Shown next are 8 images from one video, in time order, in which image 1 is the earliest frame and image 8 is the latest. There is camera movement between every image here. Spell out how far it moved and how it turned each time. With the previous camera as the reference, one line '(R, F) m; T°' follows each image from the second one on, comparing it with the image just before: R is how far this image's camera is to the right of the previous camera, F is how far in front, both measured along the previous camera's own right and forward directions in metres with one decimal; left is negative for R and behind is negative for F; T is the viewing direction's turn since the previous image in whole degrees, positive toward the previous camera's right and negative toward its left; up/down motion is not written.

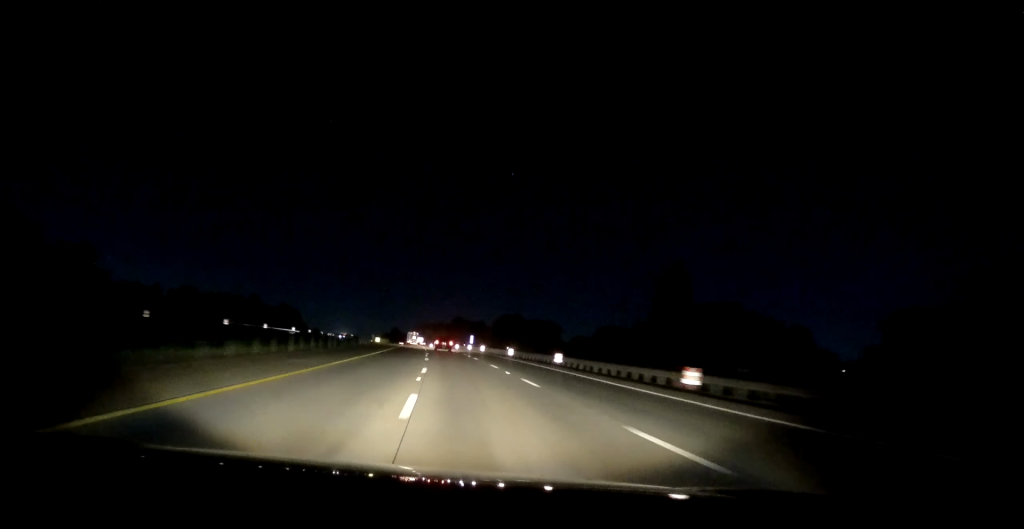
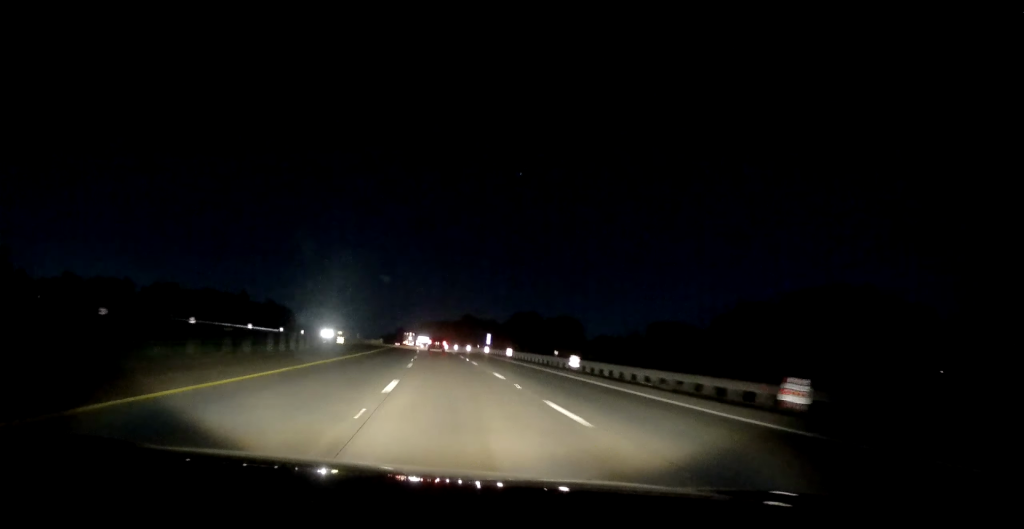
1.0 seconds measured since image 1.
(-0.7, +32.7) m; -2°
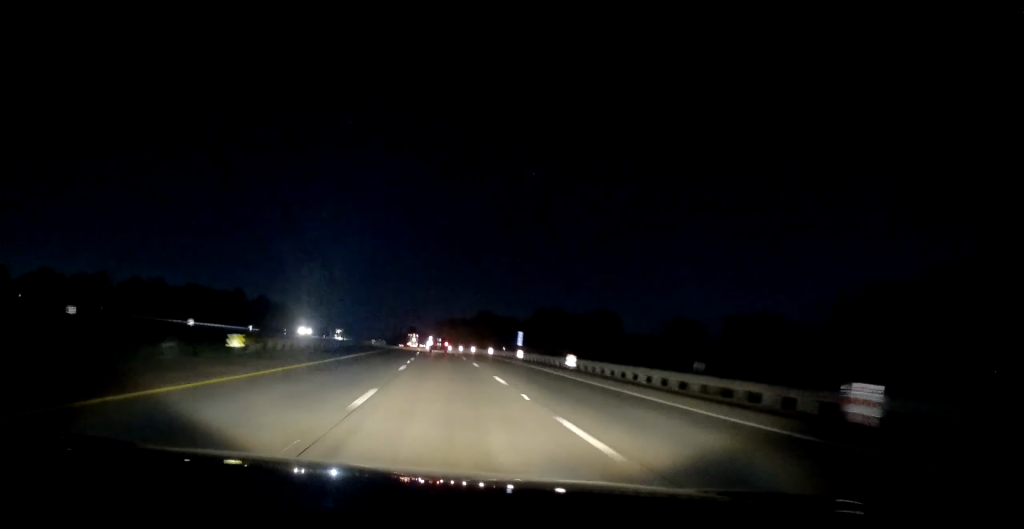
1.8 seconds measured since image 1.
(-0.2, +27.1) m; -1°
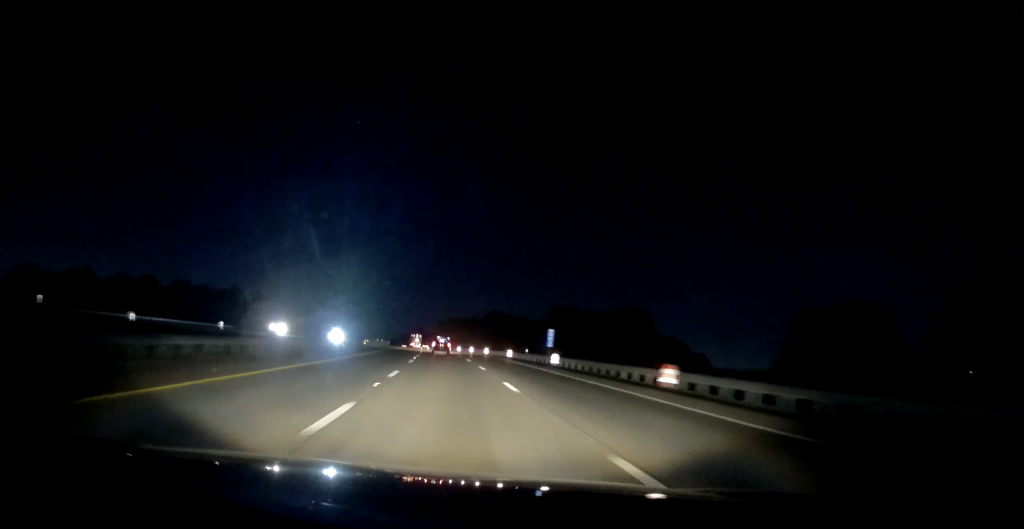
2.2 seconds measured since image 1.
(0.0, +15.8) m; 0°
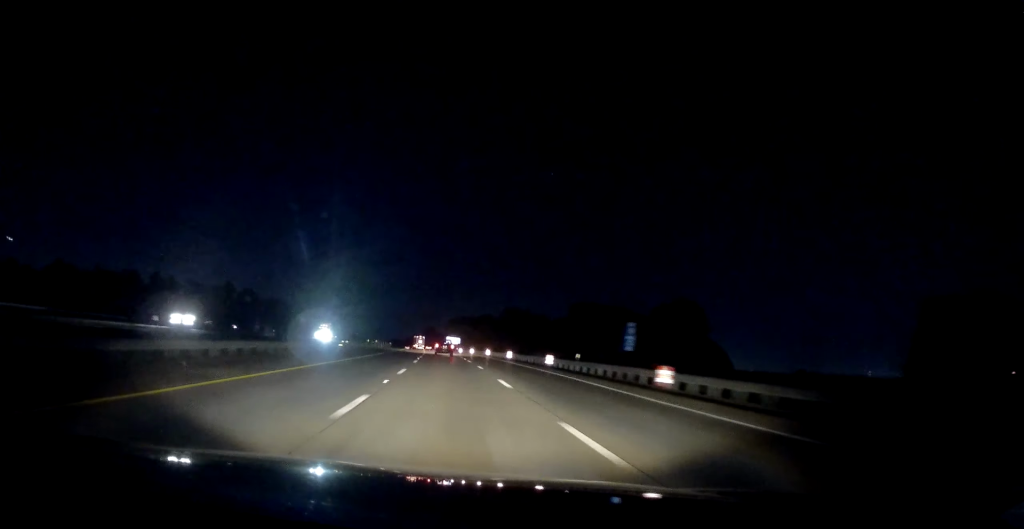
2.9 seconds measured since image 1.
(-0.1, +21.7) m; -1°
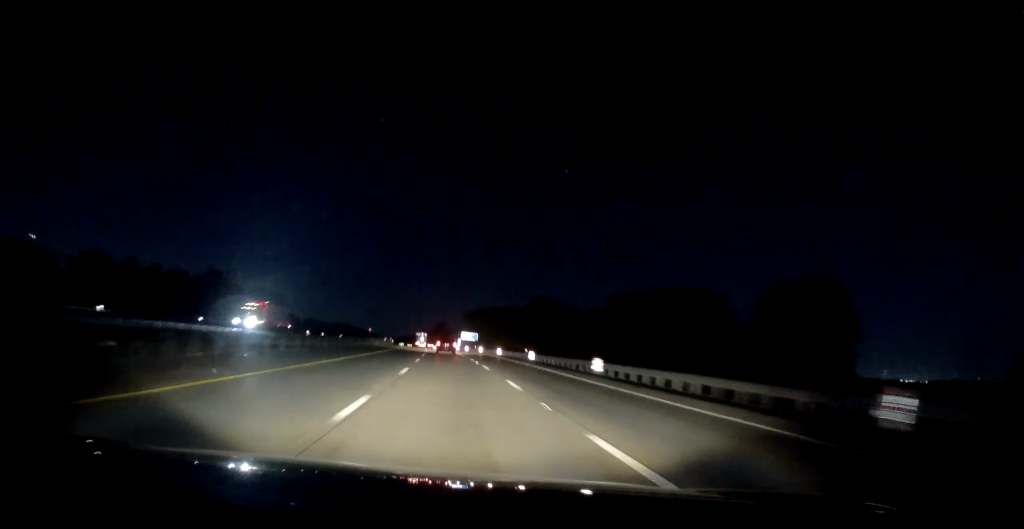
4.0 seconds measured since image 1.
(-0.3, +37.5) m; -1°
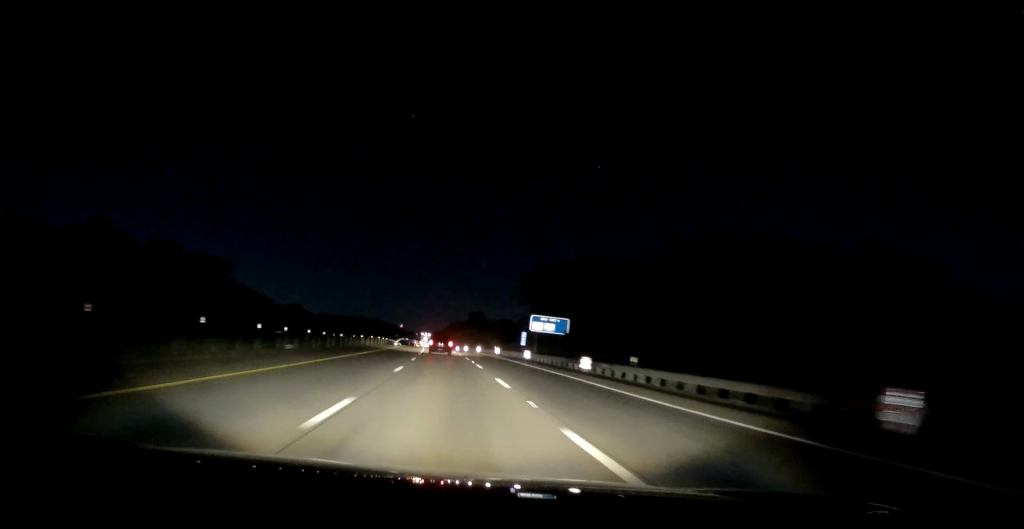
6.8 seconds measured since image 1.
(-2.8, +98.0) m; -3°
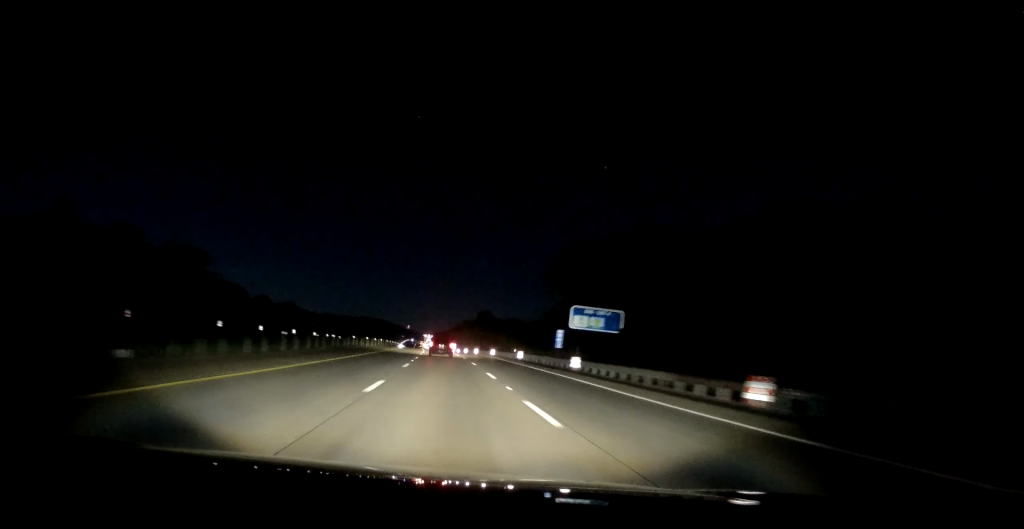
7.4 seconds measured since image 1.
(-0.1, +20.9) m; -1°
